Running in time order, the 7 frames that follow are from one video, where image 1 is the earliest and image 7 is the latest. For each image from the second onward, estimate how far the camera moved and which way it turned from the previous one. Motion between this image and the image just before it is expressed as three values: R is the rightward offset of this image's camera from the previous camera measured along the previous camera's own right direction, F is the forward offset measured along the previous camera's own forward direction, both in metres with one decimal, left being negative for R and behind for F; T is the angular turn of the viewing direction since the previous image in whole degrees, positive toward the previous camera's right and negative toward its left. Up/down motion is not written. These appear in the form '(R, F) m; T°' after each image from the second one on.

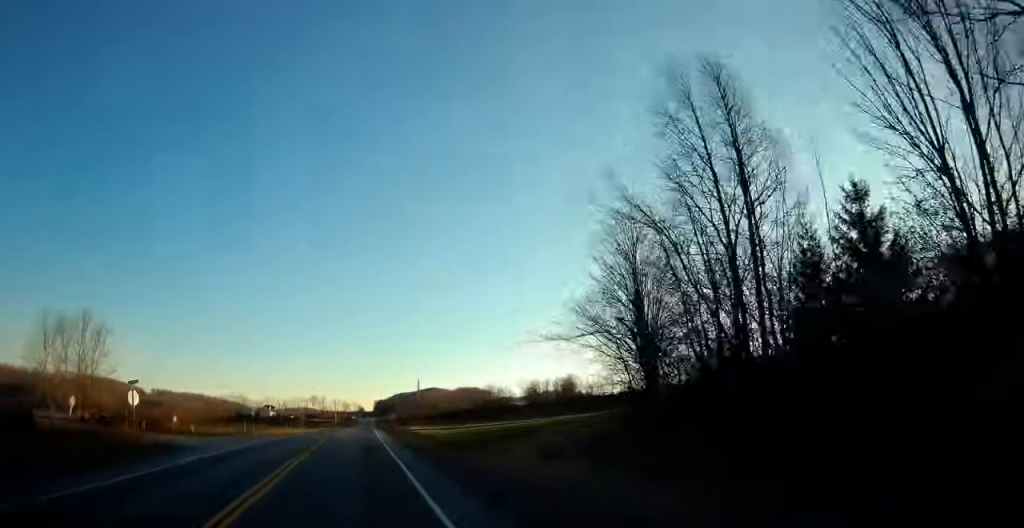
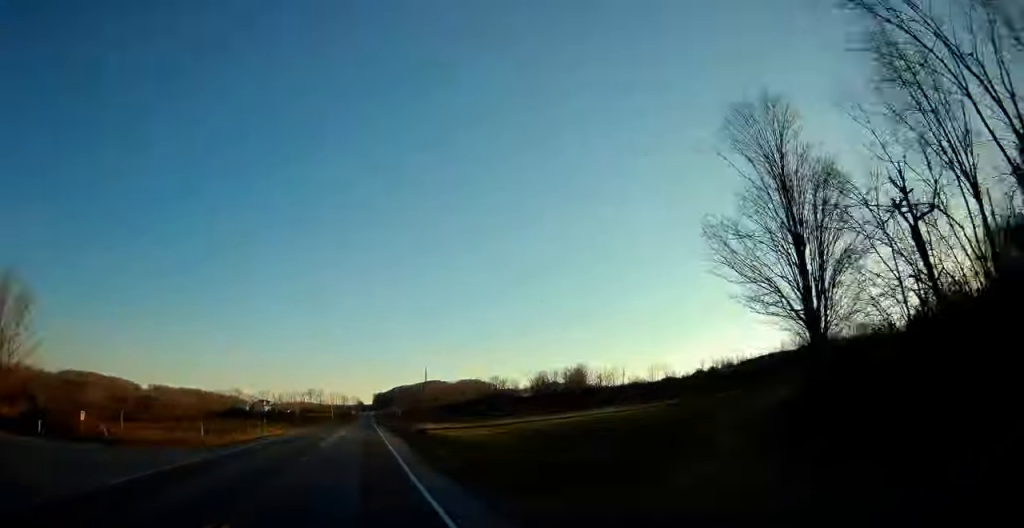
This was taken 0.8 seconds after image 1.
(-0.1, +17.0) m; 0°
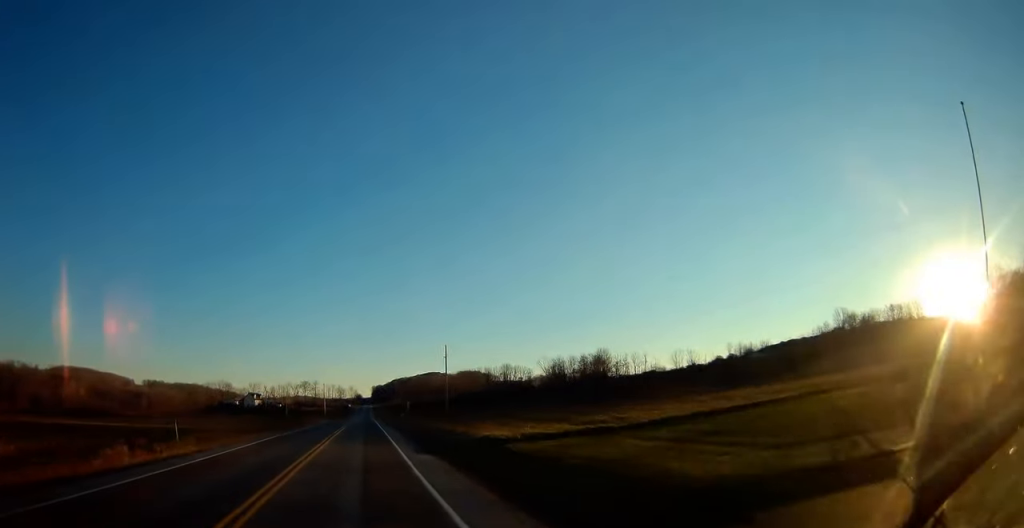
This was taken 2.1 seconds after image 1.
(+0.3, +29.0) m; +1°
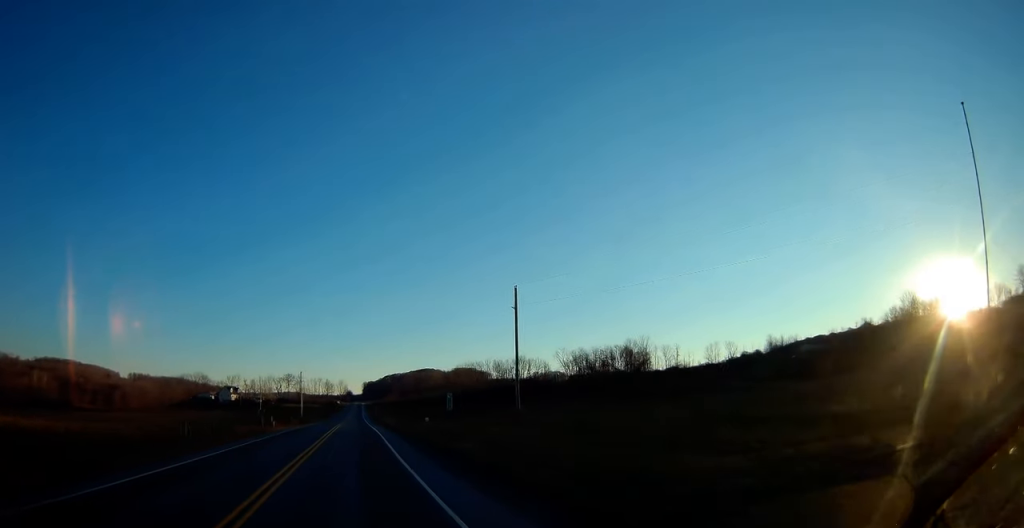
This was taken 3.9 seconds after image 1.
(+0.2, +40.9) m; 0°
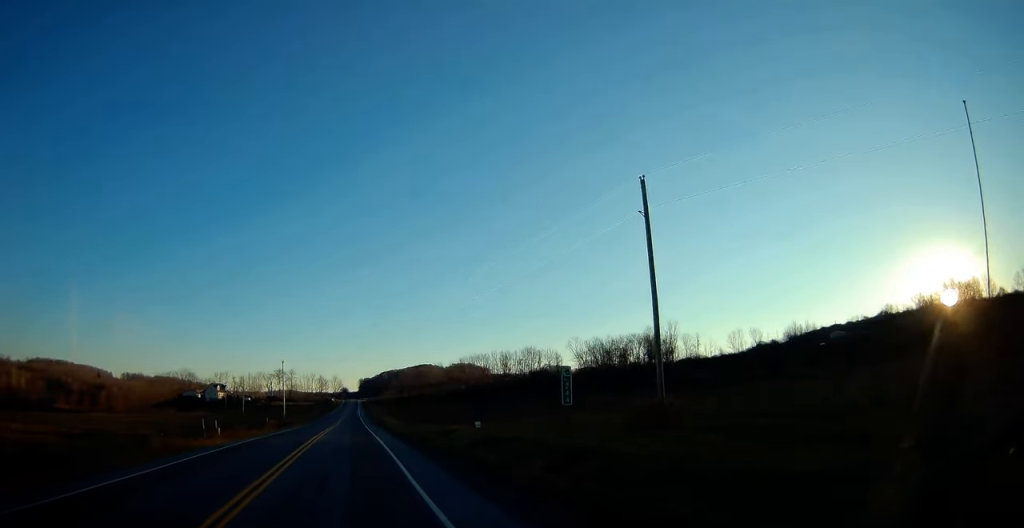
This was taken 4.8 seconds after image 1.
(-0.2, +21.7) m; 0°
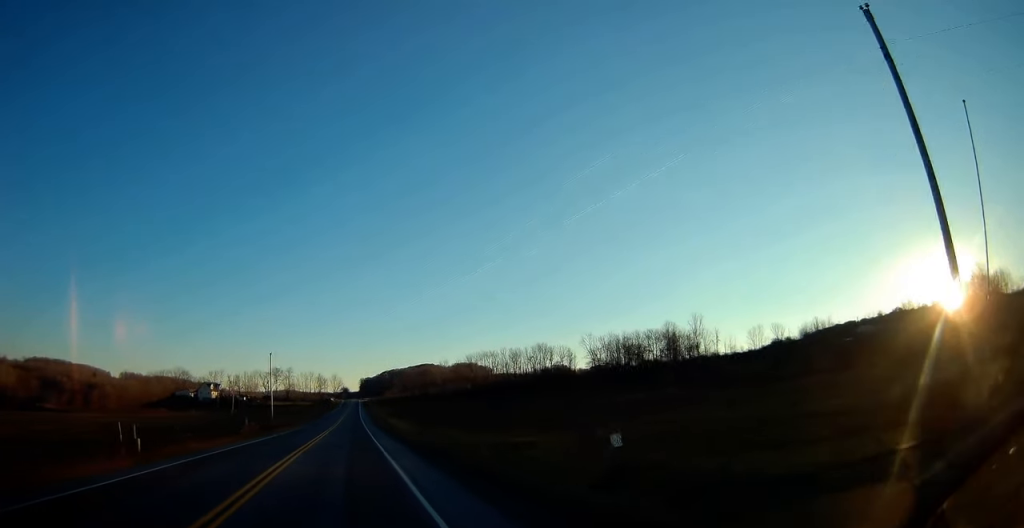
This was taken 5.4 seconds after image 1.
(+0.2, +14.0) m; 0°
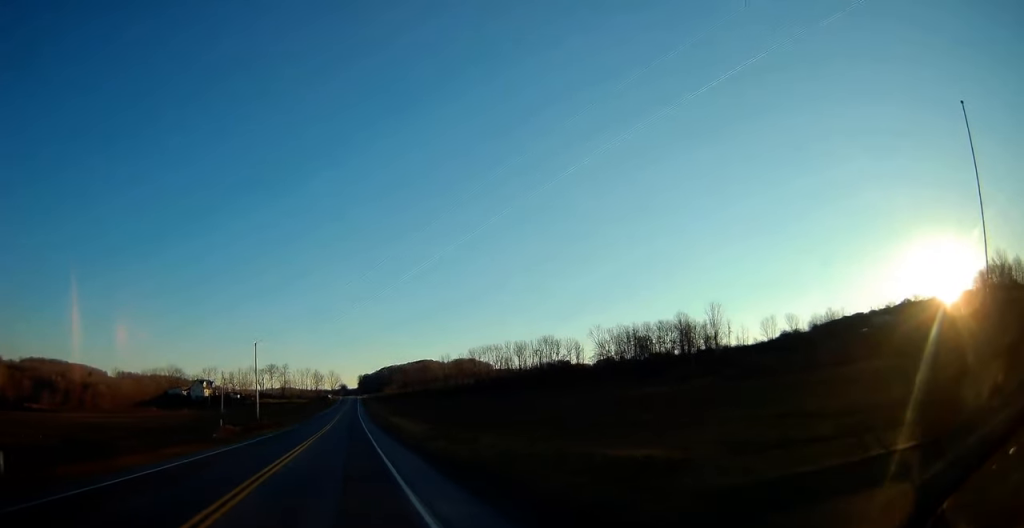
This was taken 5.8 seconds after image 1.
(0.0, +10.2) m; 0°
